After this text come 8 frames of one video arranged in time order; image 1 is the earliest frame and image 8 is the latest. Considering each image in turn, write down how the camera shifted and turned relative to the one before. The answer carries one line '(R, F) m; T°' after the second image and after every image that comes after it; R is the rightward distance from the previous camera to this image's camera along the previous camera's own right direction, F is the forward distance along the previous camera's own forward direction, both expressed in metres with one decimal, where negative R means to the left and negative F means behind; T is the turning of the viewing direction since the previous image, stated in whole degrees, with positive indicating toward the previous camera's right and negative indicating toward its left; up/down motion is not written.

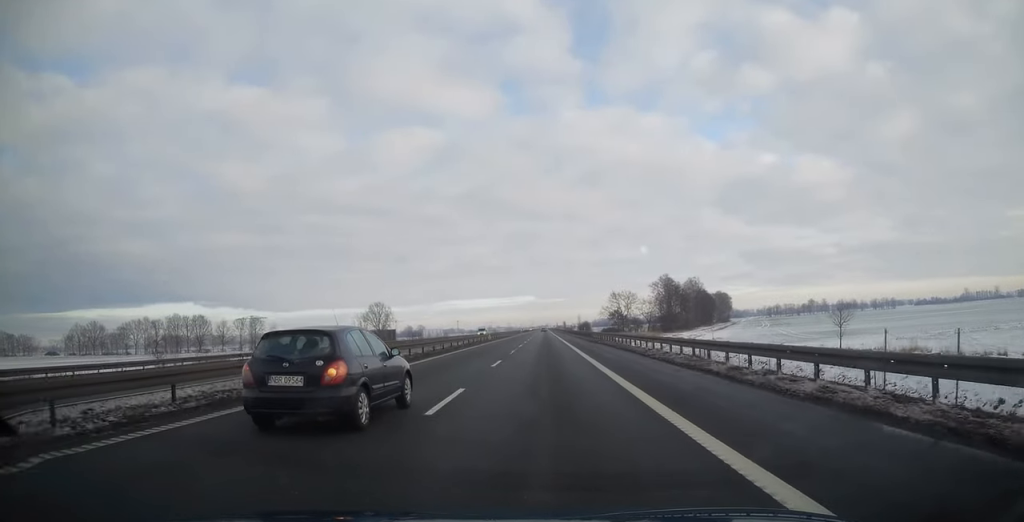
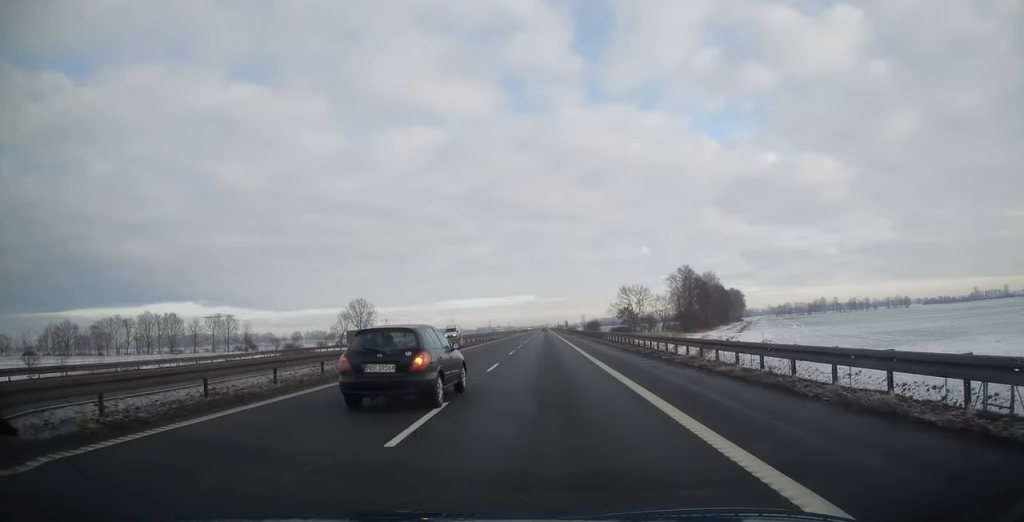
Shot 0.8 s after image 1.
(0.0, +26.7) m; 0°
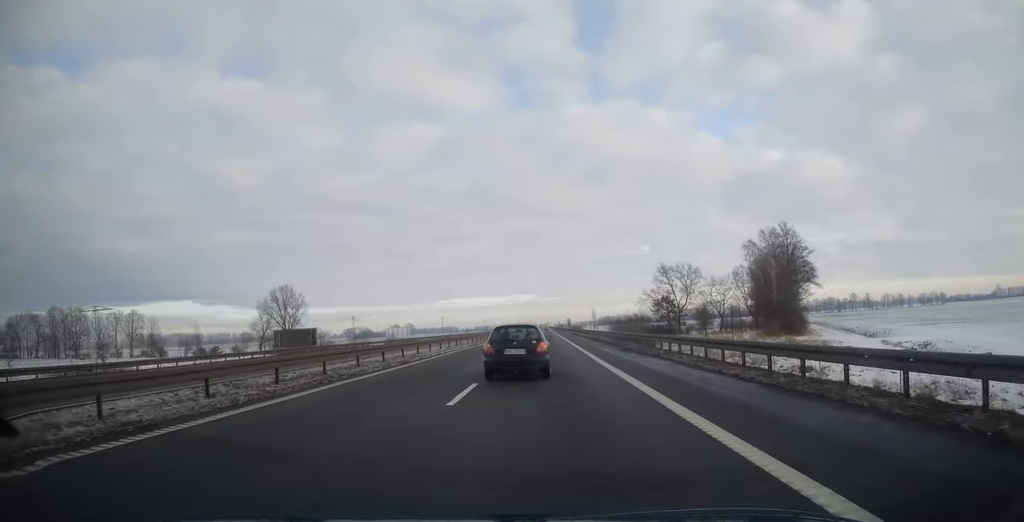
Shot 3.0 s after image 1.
(+0.6, +67.1) m; +1°
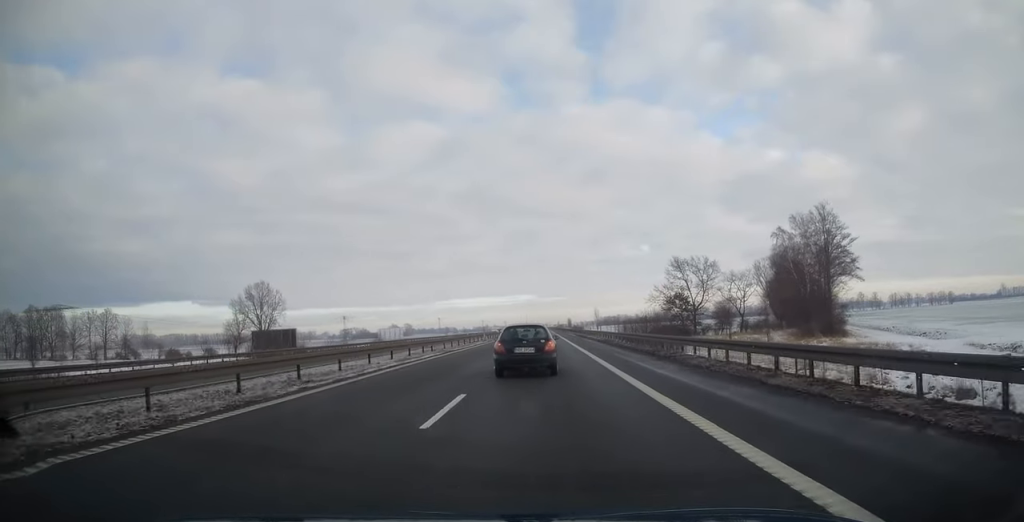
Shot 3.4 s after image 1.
(0.0, +13.9) m; 0°
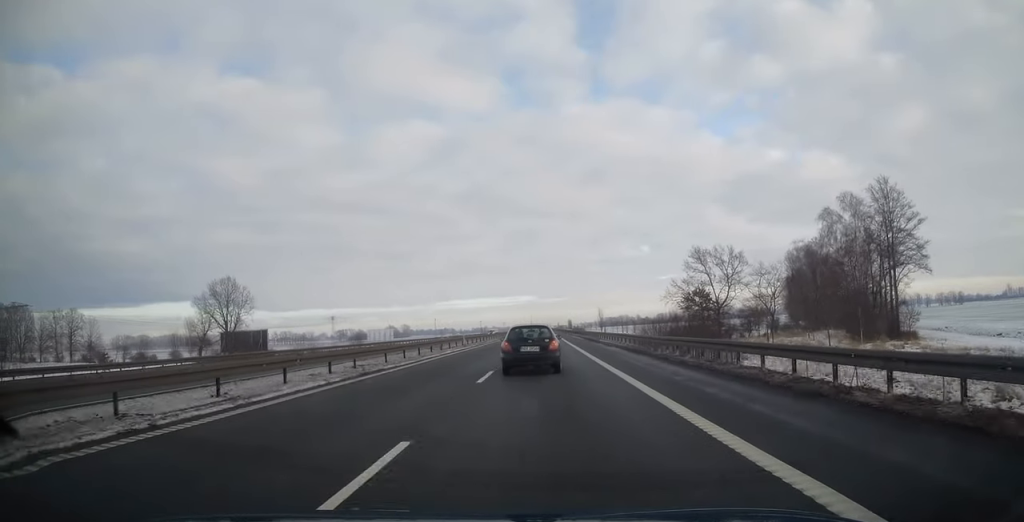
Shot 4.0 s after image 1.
(-0.2, +16.3) m; 0°
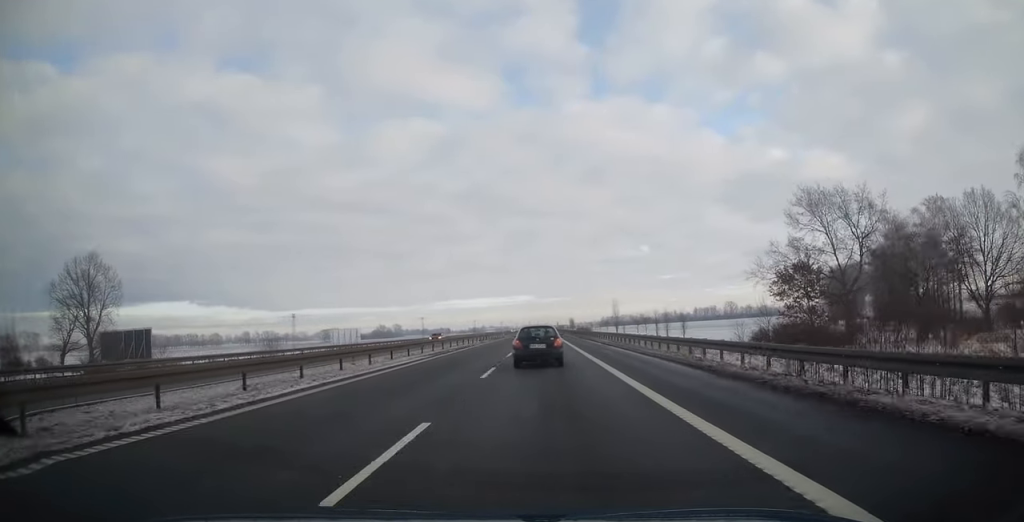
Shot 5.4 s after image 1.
(-0.2, +44.0) m; 0°
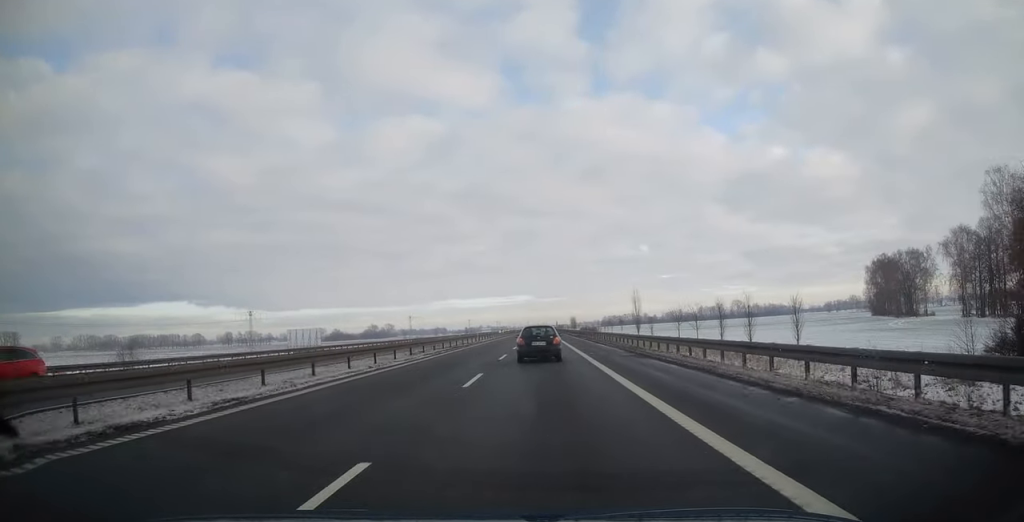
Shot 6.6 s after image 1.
(0.0, +34.2) m; 0°
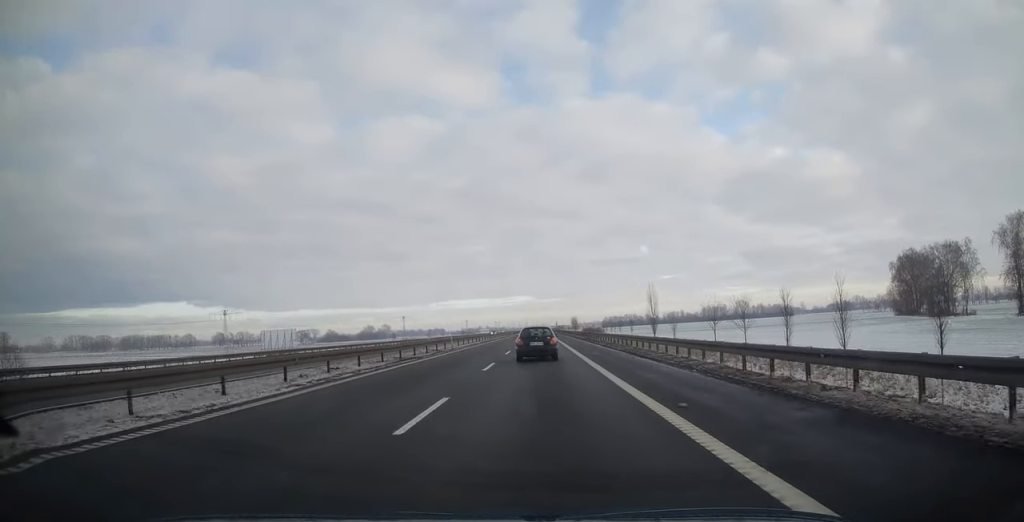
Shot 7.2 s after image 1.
(0.0, +15.3) m; 0°
